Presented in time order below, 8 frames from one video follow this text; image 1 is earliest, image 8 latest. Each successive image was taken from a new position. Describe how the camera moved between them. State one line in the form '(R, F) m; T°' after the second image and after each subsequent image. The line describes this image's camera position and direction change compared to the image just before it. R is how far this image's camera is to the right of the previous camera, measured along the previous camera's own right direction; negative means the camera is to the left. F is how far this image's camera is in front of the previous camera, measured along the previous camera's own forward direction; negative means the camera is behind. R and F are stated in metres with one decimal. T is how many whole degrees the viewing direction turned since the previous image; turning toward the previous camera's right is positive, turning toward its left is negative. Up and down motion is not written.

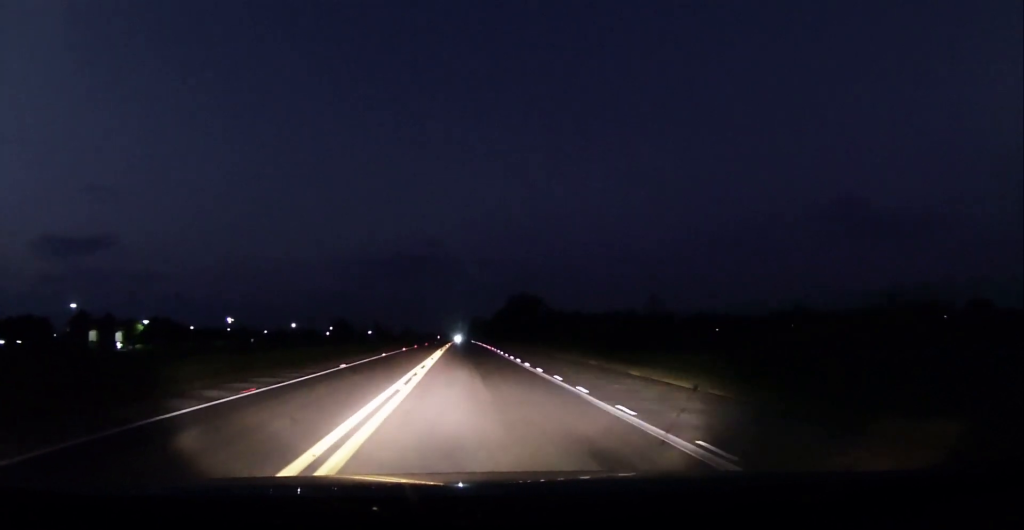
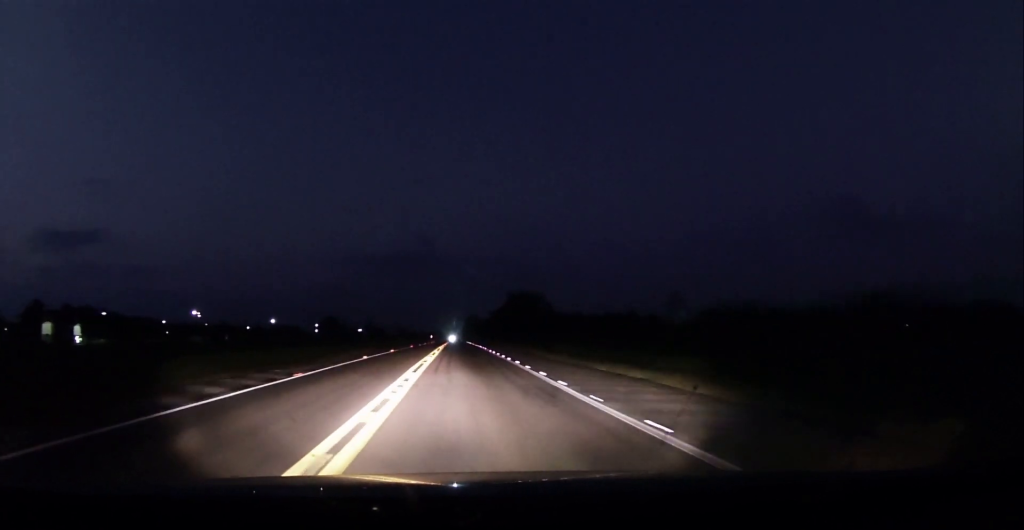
(+0.1, +22.4) m; 0°
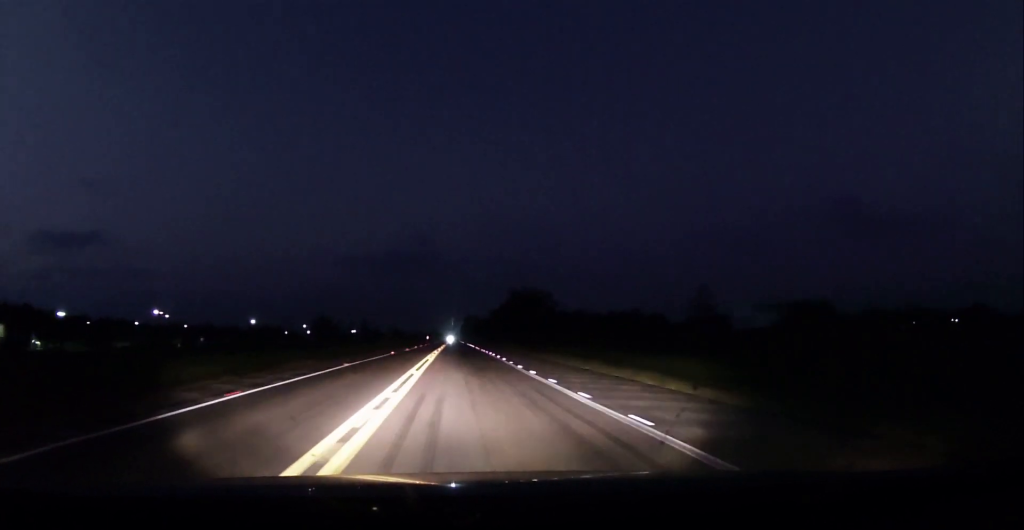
(0.0, +21.4) m; 0°
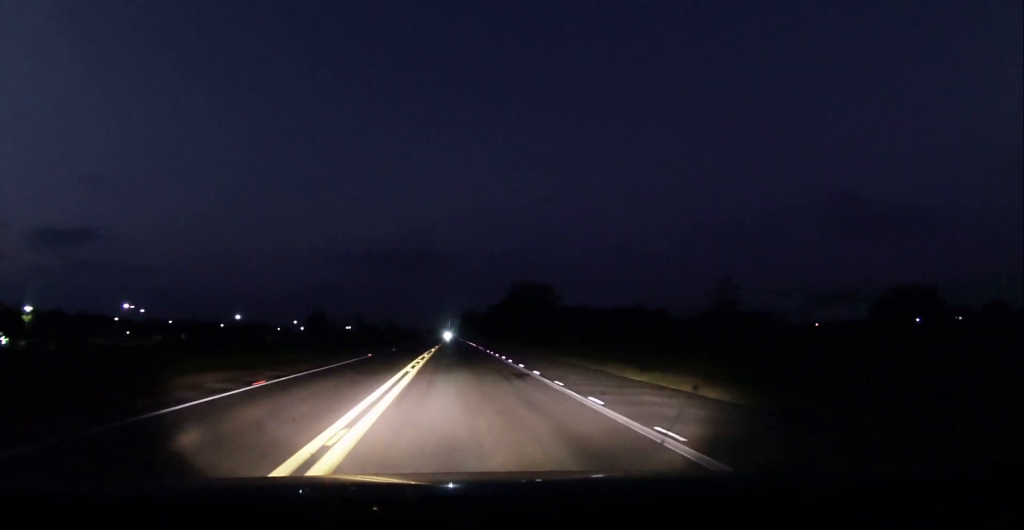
(-0.2, +13.3) m; 0°
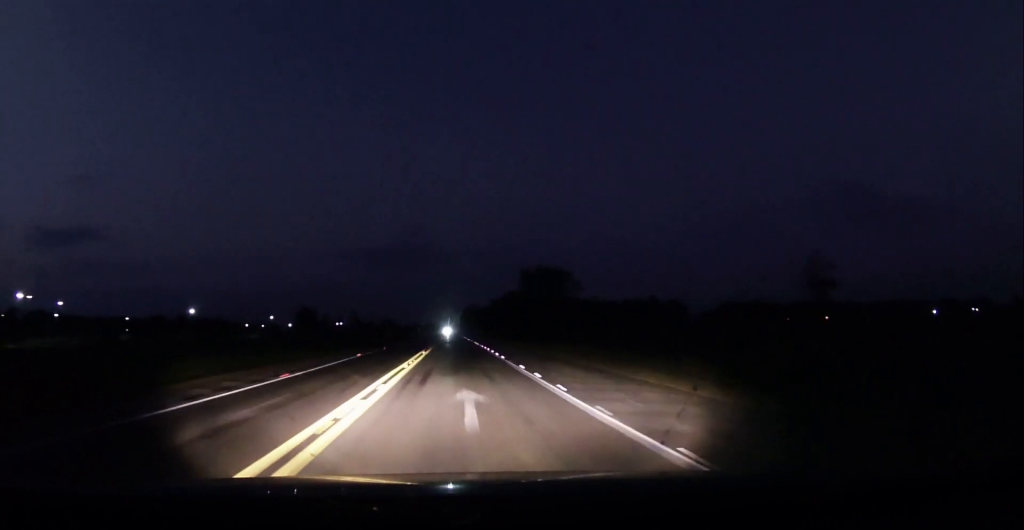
(+0.6, +36.8) m; +1°
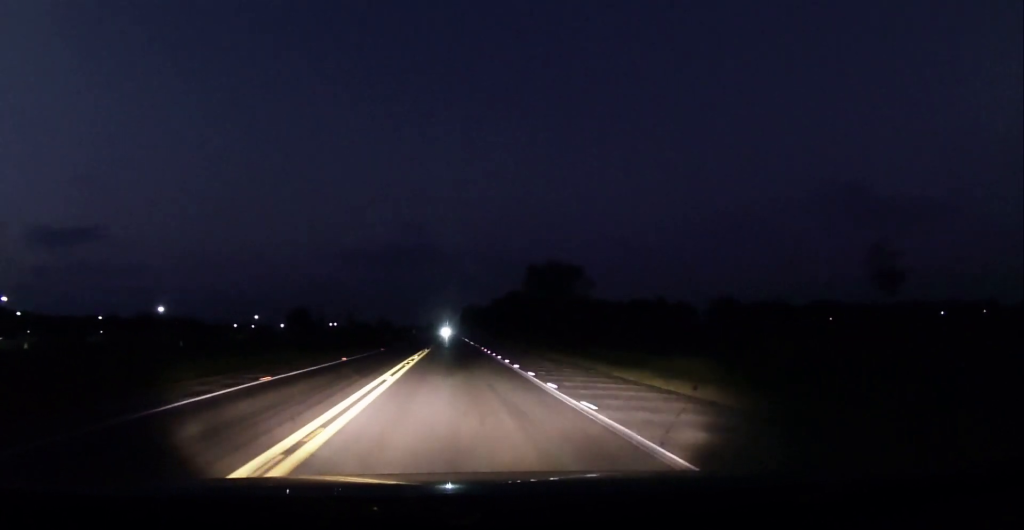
(0.0, +18.2) m; 0°
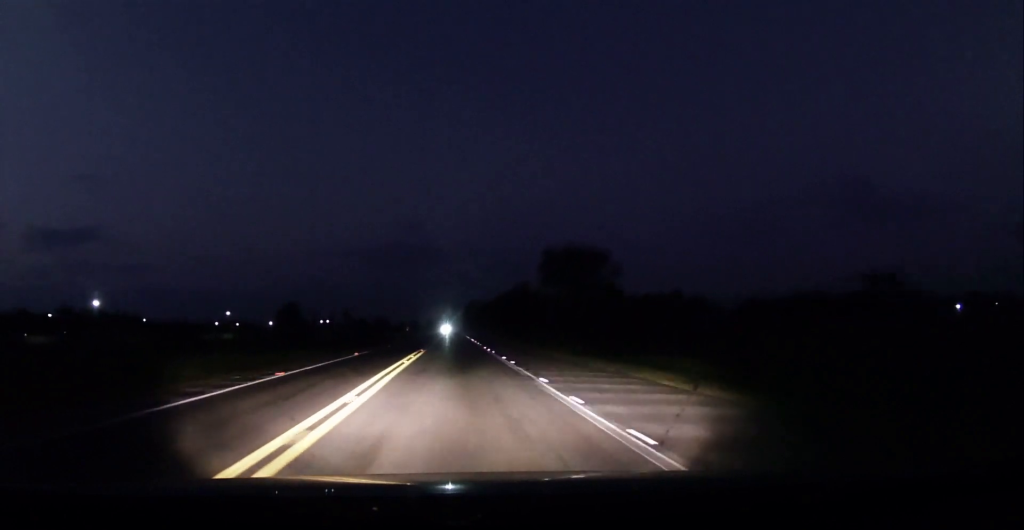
(-0.1, +30.2) m; -1°
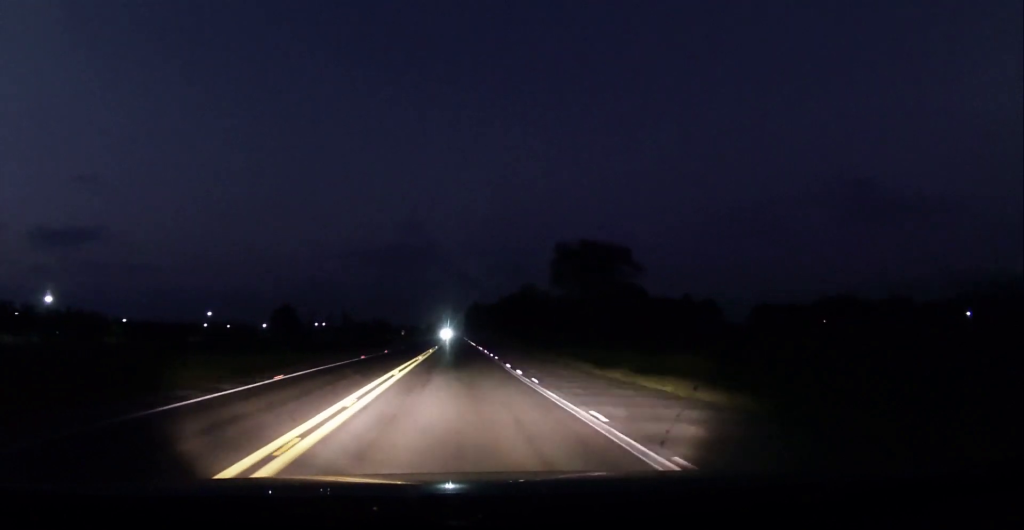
(0.0, +16.9) m; 0°
